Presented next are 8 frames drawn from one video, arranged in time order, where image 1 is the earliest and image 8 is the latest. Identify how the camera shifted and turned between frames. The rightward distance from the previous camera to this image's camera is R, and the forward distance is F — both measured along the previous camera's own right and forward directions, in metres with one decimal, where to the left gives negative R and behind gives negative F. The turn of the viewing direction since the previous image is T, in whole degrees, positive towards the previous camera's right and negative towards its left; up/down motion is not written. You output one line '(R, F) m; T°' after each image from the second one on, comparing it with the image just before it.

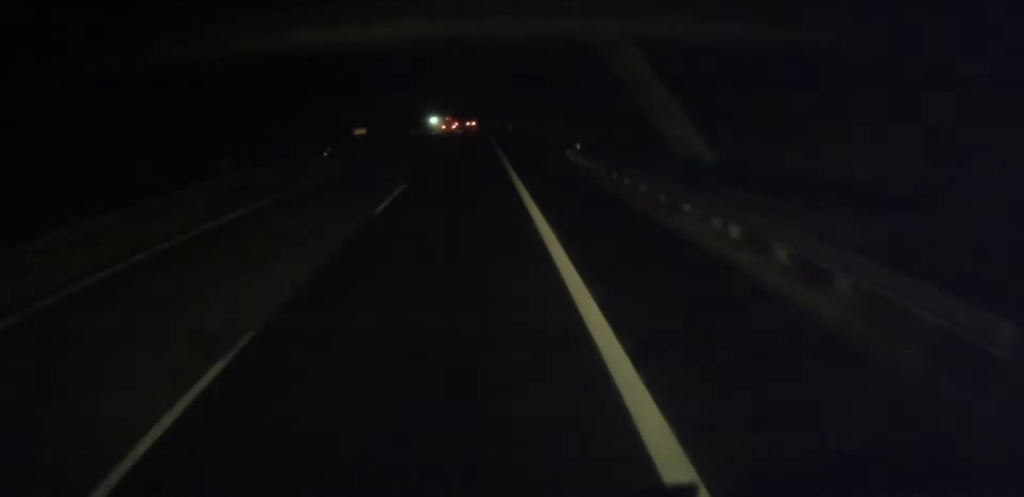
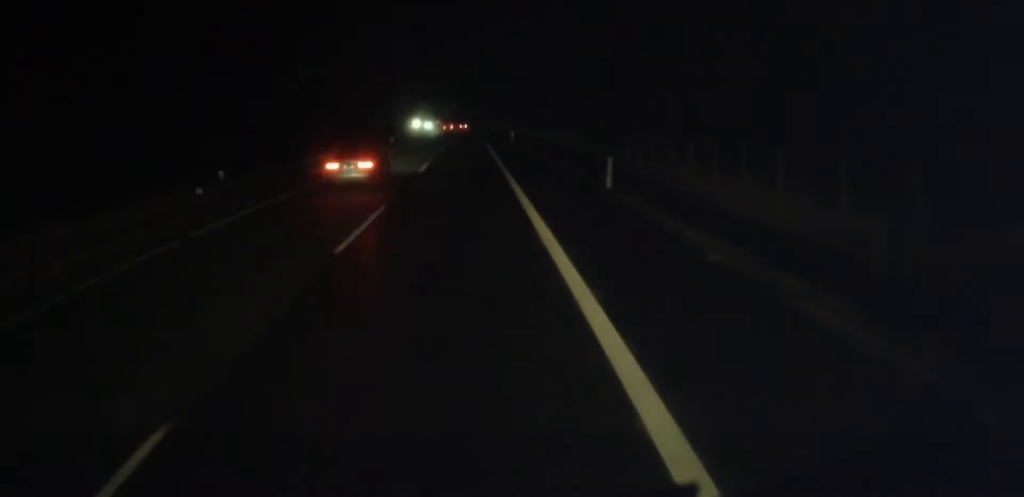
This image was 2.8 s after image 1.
(+0.1, +65.1) m; 0°
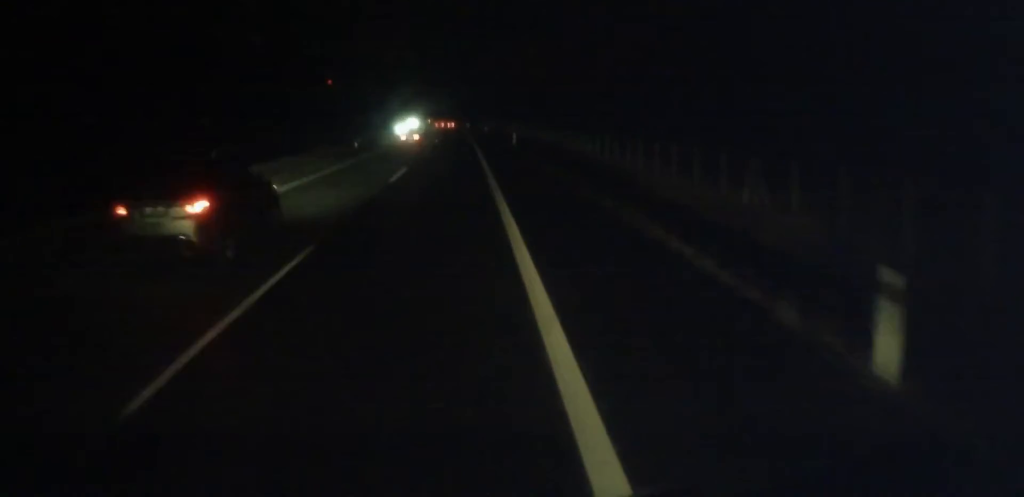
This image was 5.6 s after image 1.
(-0.2, +65.3) m; -1°
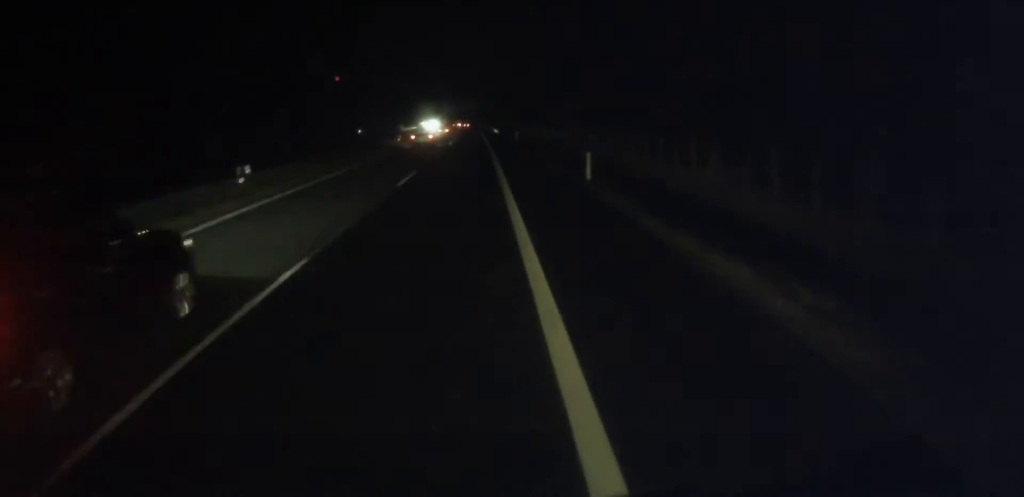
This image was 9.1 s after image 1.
(-0.9, +80.9) m; -1°
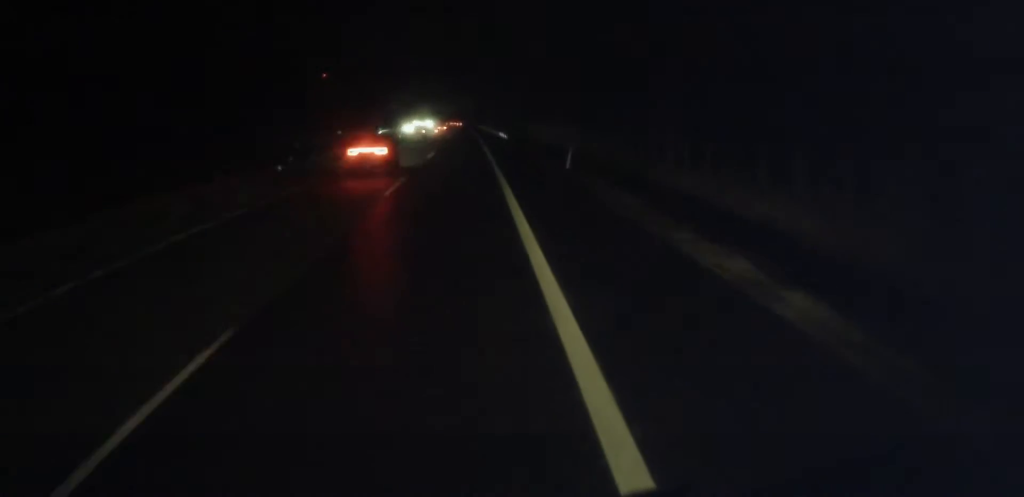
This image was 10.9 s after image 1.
(-0.1, +43.7) m; -1°
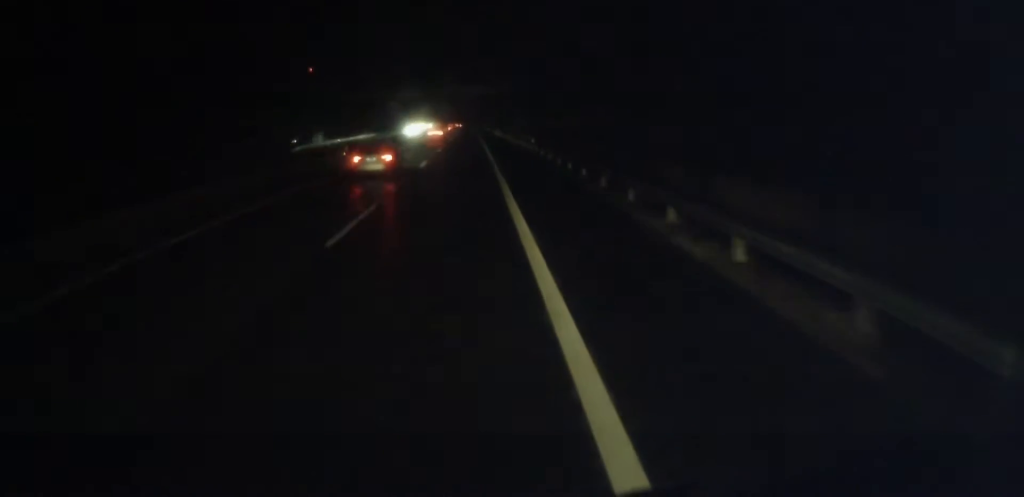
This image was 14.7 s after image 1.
(-0.5, +87.4) m; -1°
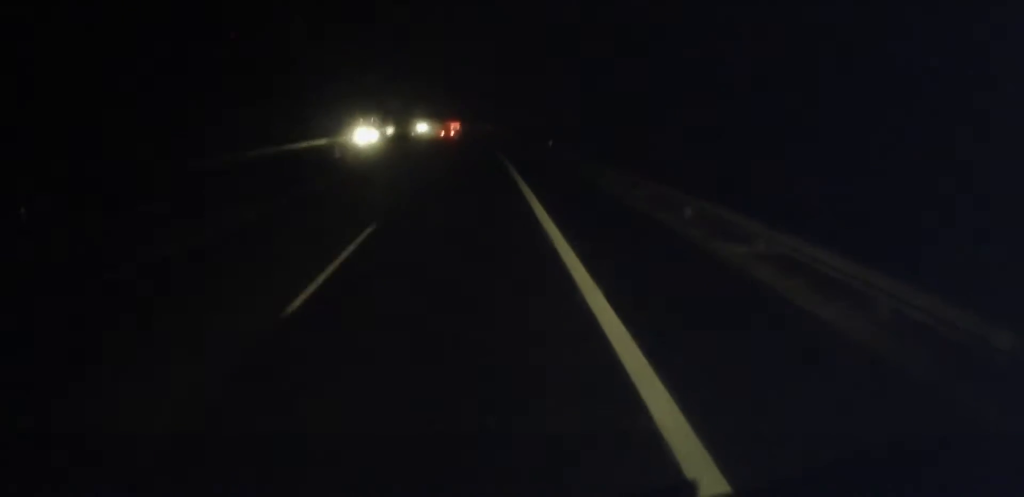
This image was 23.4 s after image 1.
(-3.6, +203.6) m; -2°
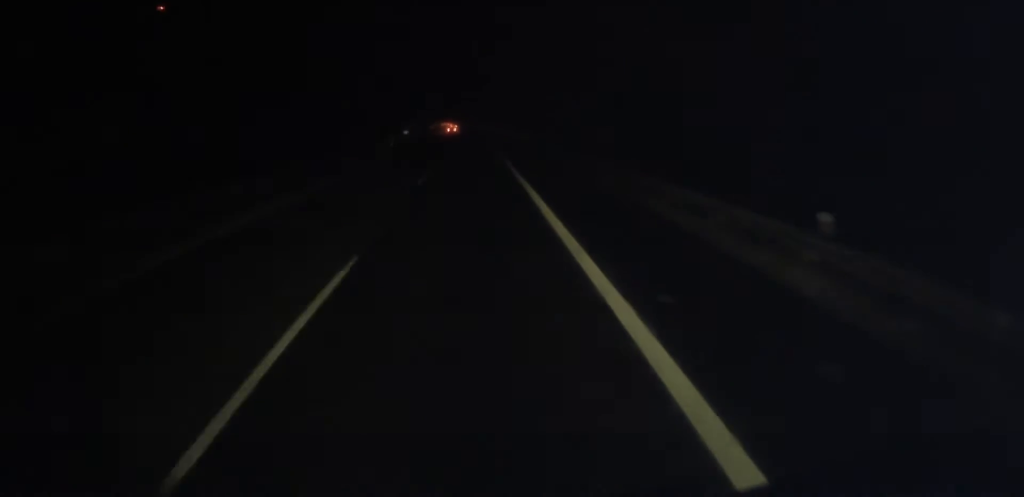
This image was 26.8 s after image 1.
(-0.8, +81.5) m; -1°
